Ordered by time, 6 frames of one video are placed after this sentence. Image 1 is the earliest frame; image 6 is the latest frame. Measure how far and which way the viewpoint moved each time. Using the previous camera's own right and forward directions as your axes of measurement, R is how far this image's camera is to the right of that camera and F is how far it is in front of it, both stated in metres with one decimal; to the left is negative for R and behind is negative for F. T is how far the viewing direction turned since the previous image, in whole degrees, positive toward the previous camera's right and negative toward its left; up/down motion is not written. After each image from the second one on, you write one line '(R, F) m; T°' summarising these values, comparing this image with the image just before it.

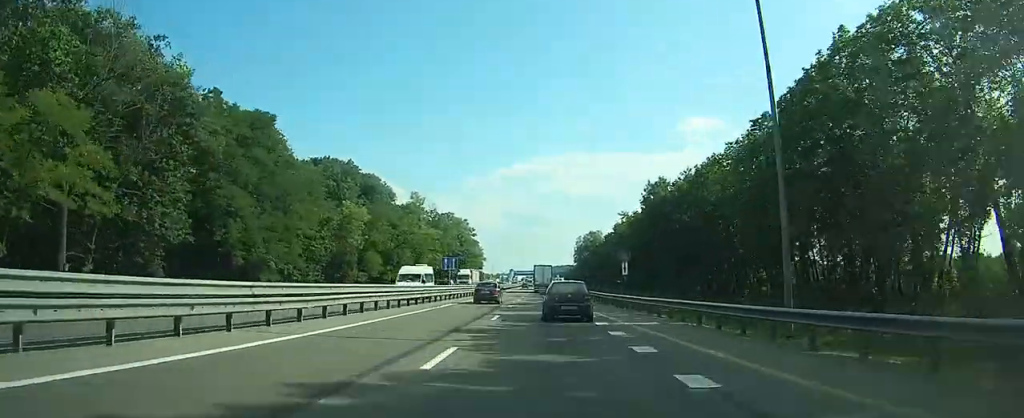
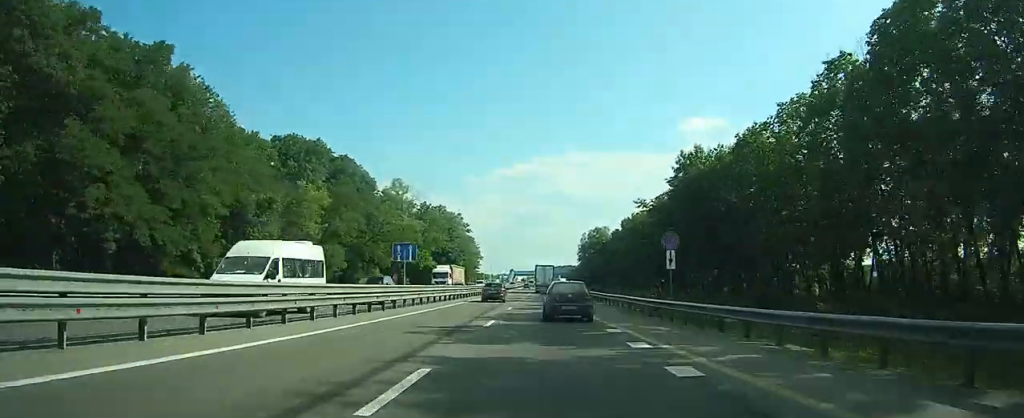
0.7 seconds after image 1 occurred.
(+0.1, +15.0) m; +1°
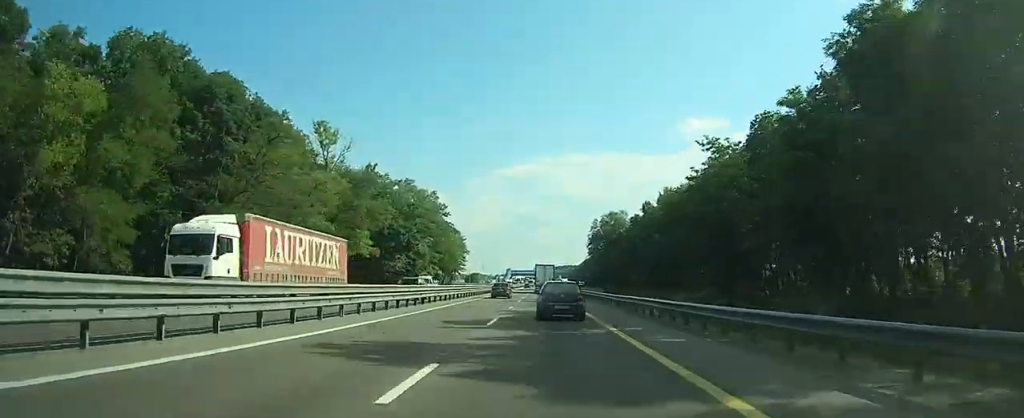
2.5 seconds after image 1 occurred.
(+0.4, +35.5) m; +1°
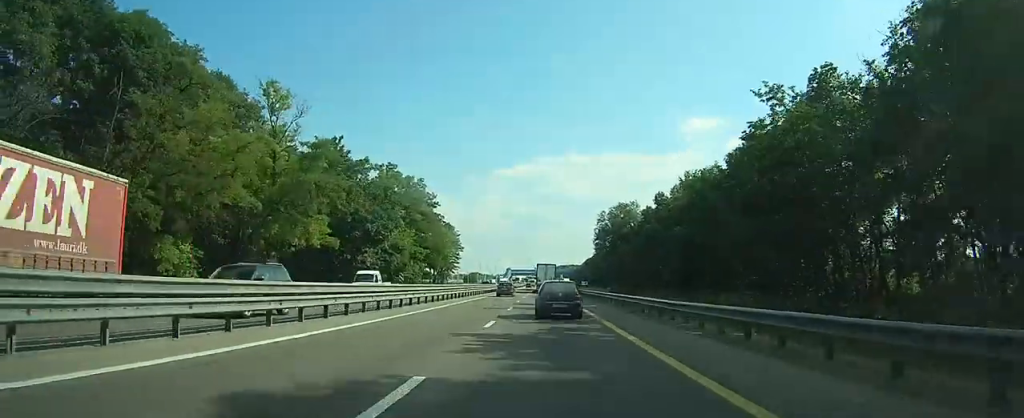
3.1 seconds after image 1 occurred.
(0.0, +13.5) m; 0°
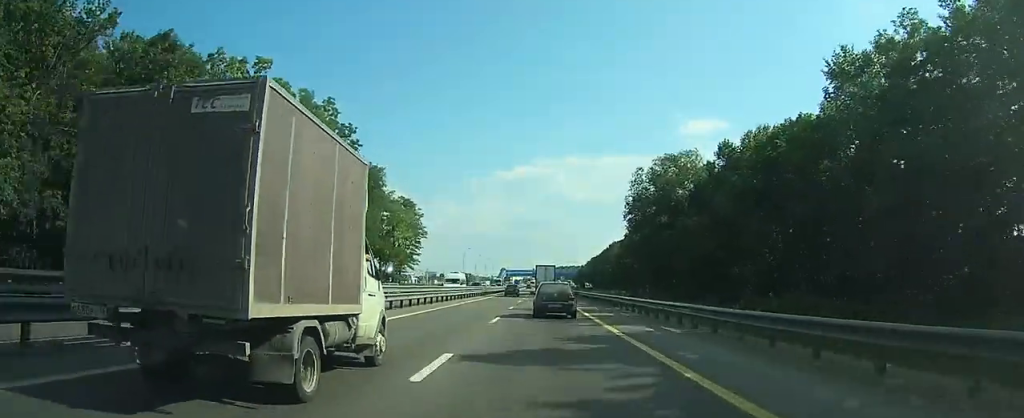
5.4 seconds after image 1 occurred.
(-1.2, +45.8) m; 0°
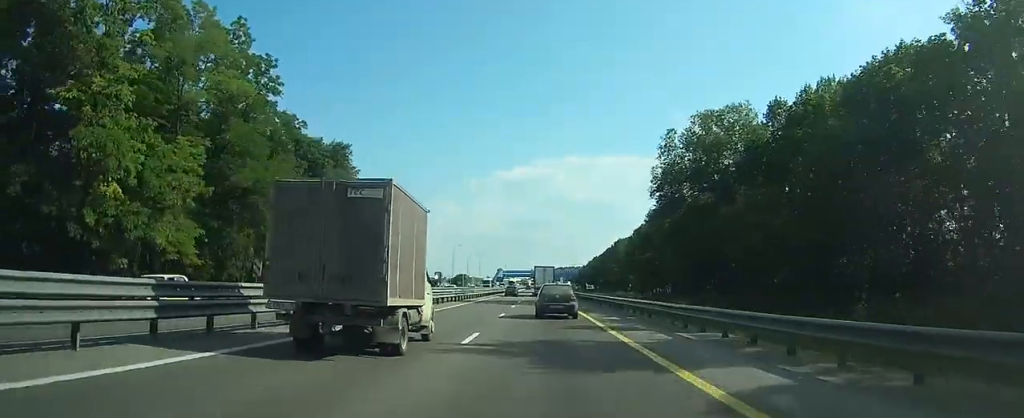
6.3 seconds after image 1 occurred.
(+1.2, +18.8) m; +1°
